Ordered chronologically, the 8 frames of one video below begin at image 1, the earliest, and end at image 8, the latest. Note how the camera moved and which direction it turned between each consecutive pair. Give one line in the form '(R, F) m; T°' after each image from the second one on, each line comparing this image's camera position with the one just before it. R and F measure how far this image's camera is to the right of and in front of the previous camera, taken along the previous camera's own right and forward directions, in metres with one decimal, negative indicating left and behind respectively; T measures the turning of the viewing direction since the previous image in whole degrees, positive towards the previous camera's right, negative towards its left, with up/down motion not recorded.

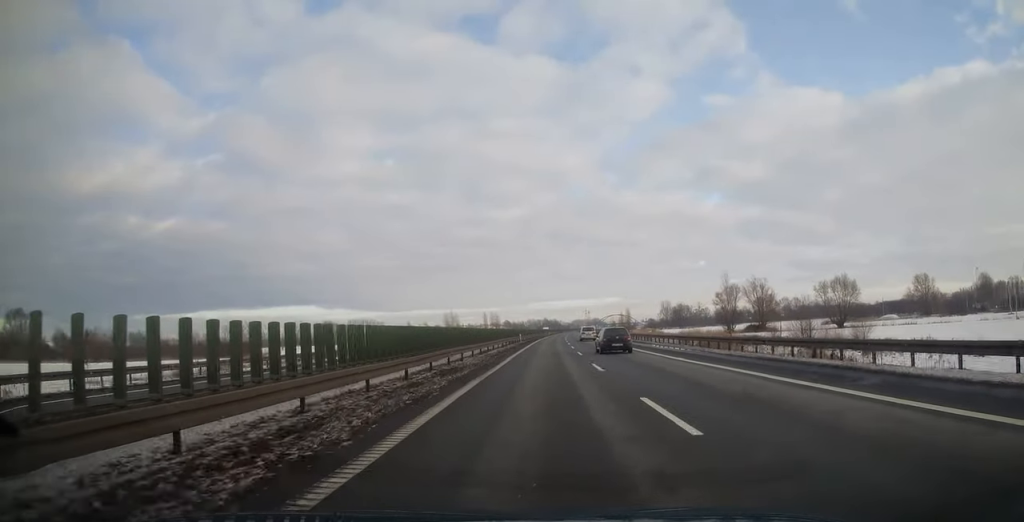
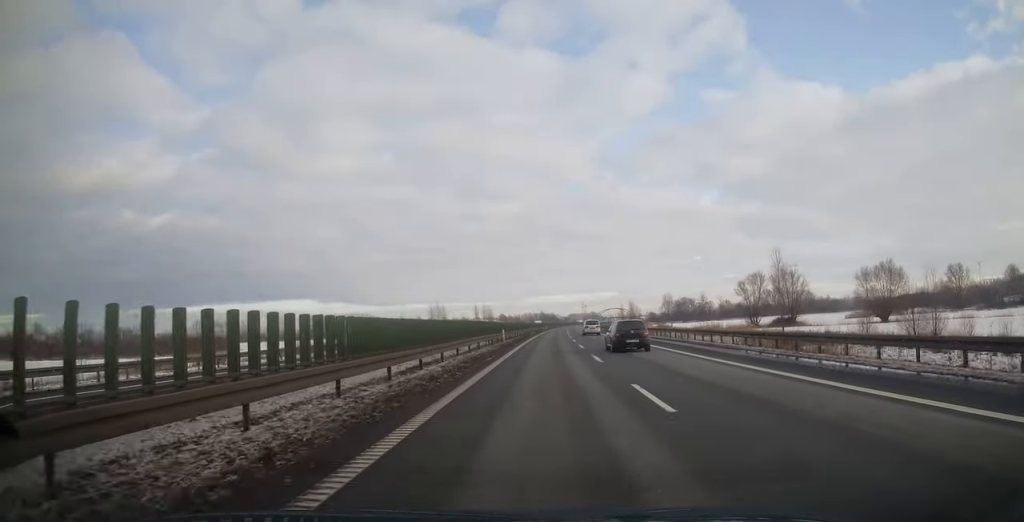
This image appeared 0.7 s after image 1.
(+0.2, +22.6) m; 0°
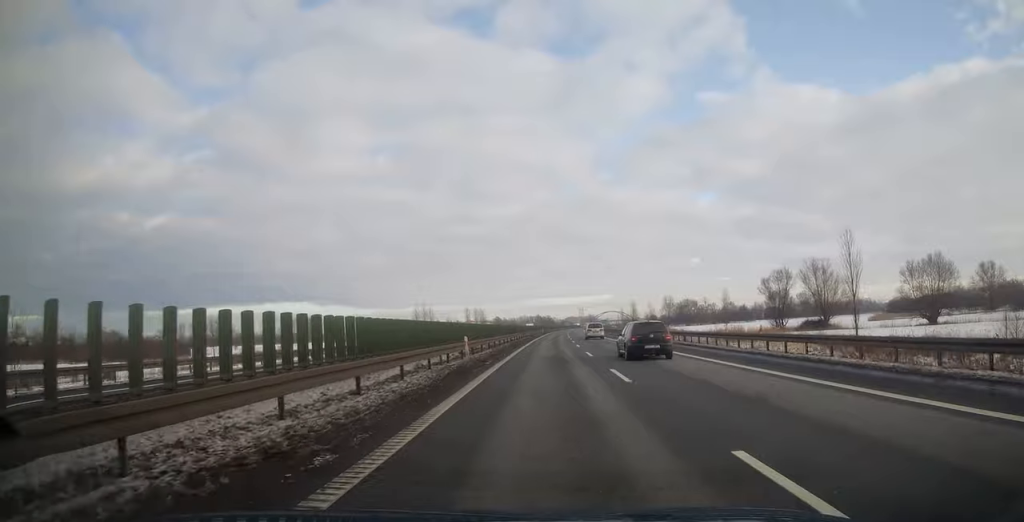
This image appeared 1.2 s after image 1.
(-0.1, +19.8) m; 0°
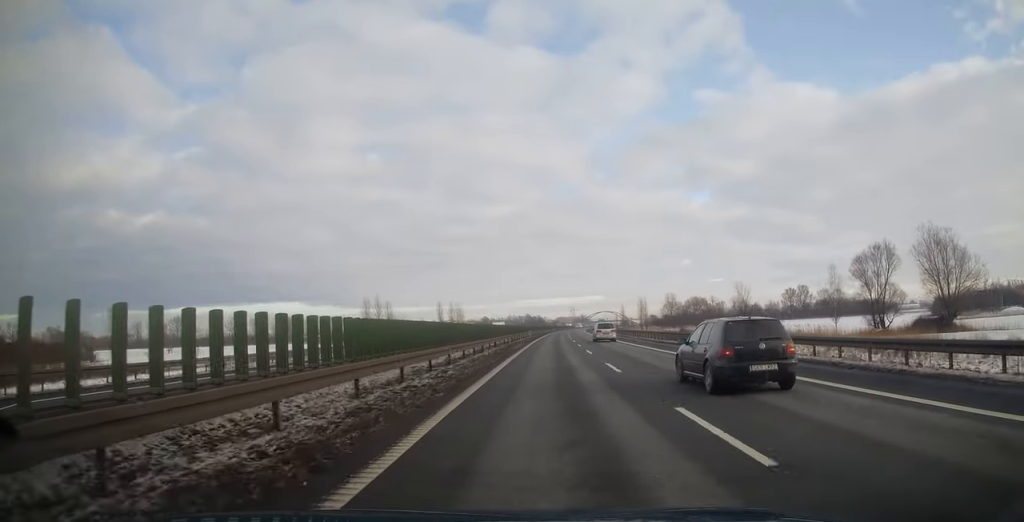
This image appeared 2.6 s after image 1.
(+0.4, +48.0) m; +1°
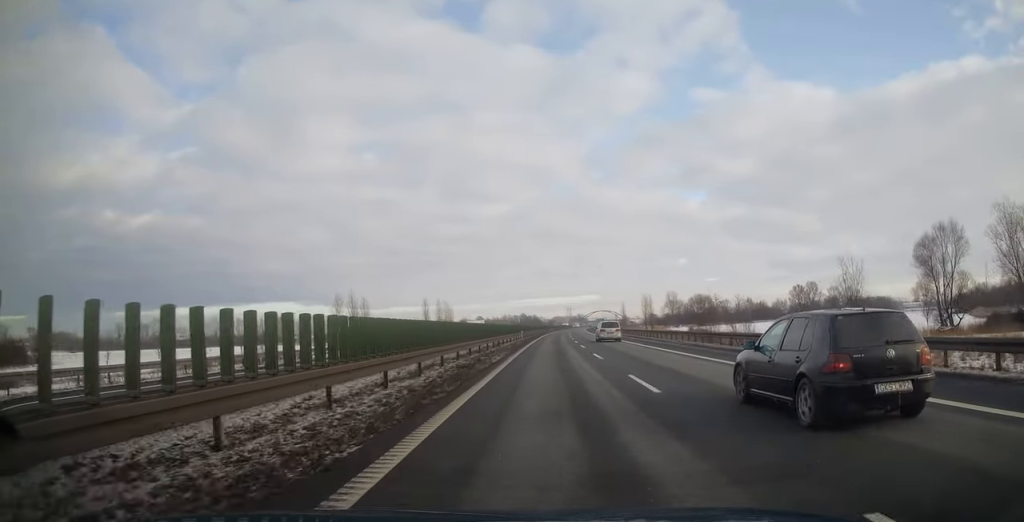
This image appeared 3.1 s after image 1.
(+0.1, +17.4) m; +1°
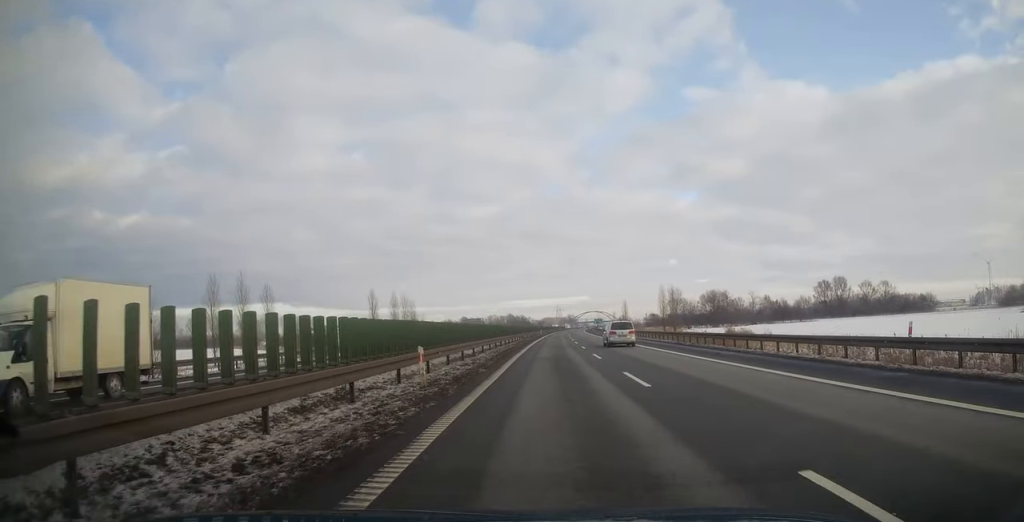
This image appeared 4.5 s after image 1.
(+0.5, +42.8) m; +1°
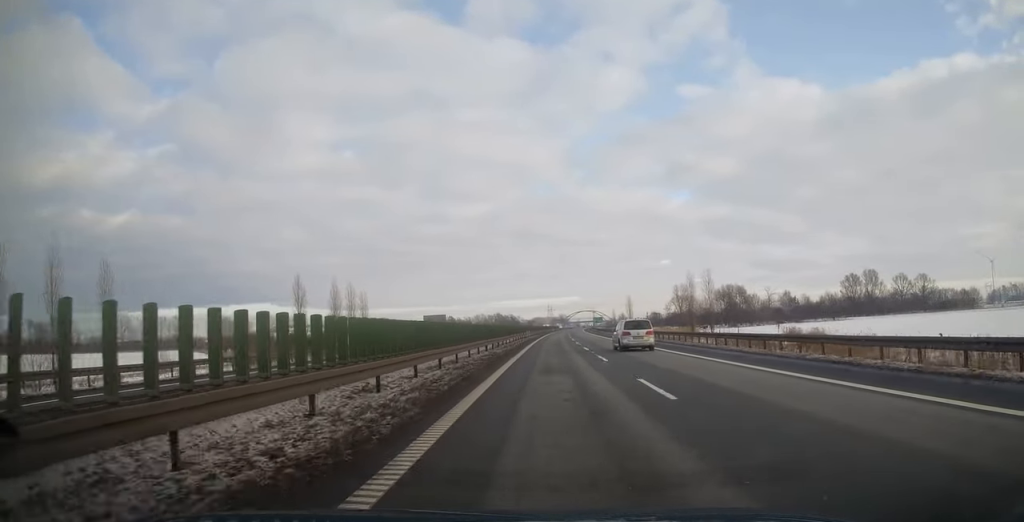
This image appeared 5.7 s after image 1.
(-0.1, +36.2) m; 0°
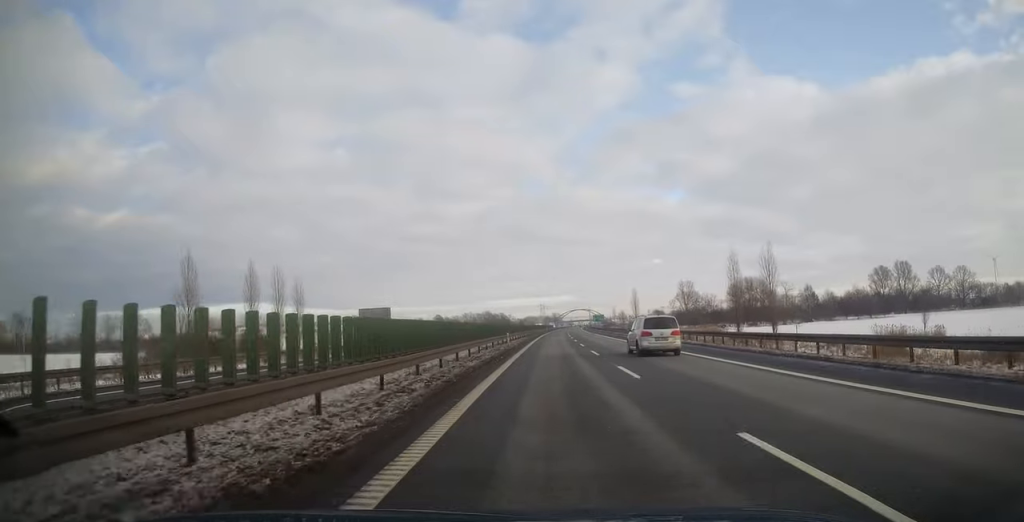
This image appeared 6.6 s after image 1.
(+0.4, +30.7) m; +1°
